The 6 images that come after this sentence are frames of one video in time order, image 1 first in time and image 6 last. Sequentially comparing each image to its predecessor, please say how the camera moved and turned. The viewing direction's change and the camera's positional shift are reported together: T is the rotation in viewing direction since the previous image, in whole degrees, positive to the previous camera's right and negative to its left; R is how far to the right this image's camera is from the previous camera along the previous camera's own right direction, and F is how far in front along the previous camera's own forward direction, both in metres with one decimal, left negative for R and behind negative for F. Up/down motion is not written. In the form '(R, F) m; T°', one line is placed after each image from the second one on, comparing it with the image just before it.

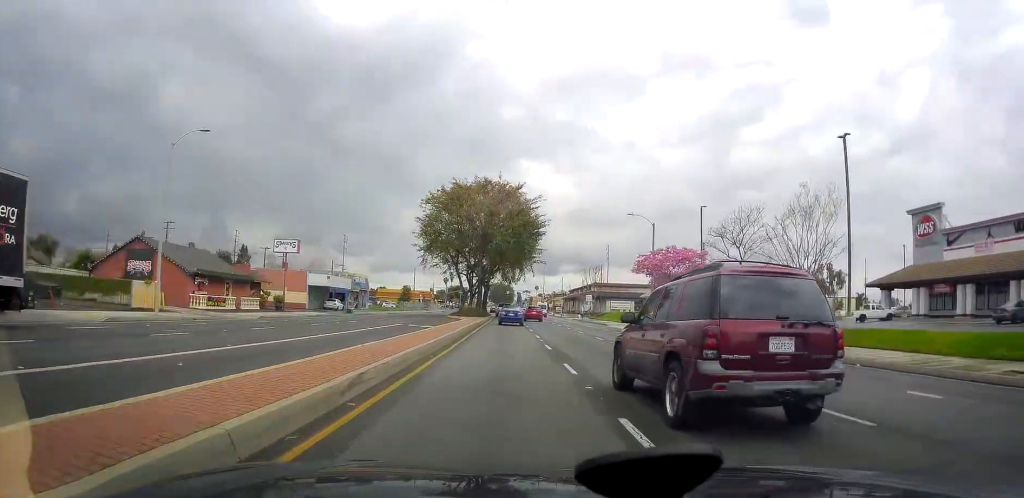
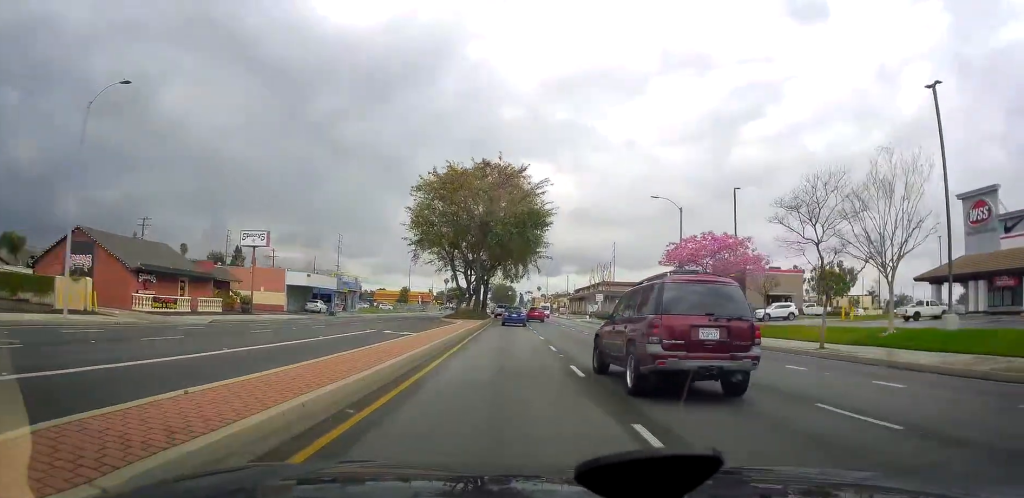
(0.0, +7.8) m; 0°
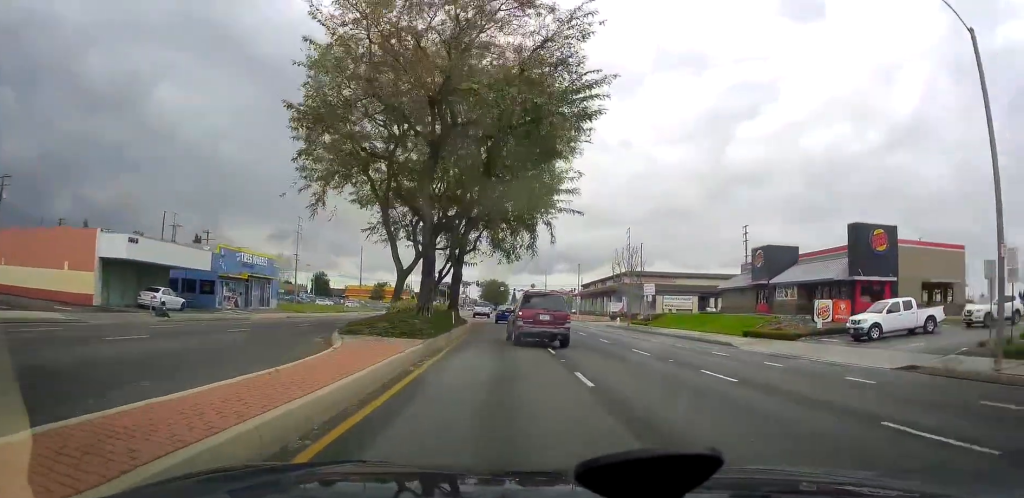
(0.0, +30.7) m; 0°
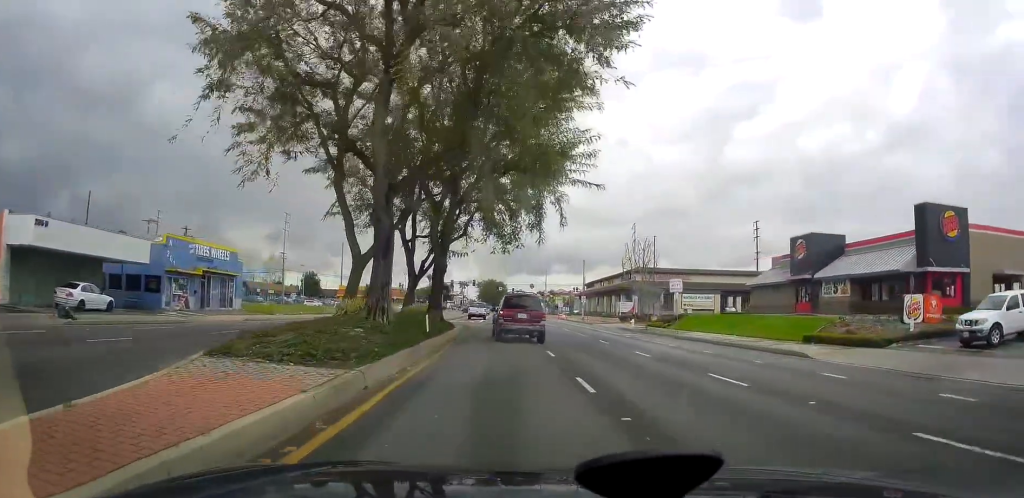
(0.0, +8.4) m; 0°
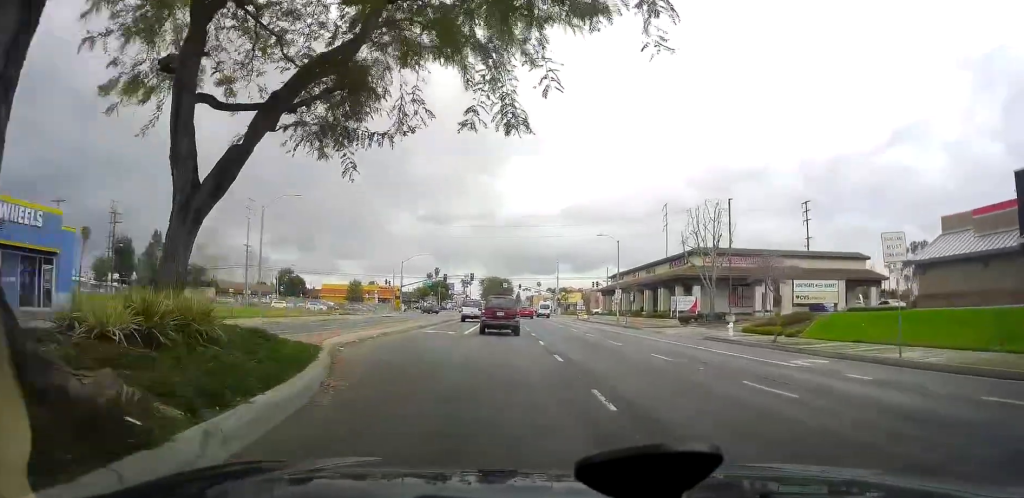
(-0.9, +24.1) m; -4°
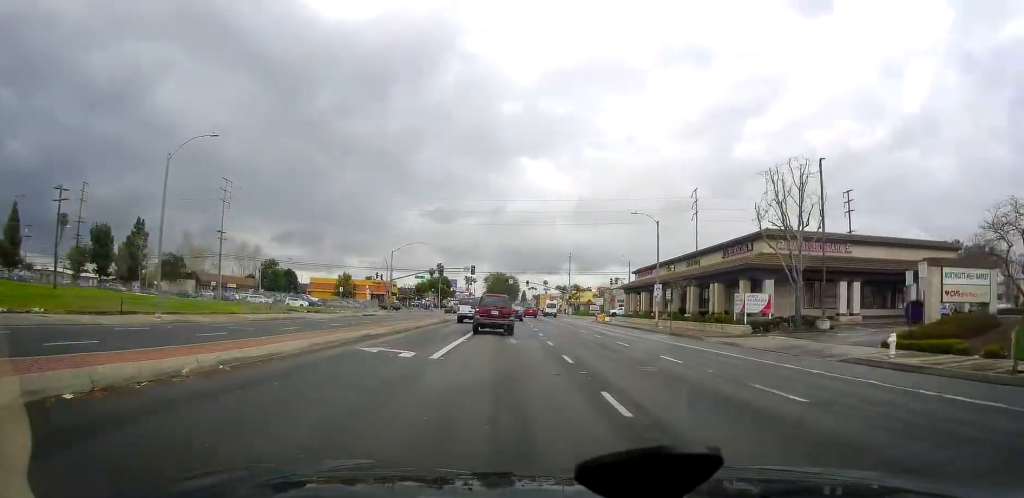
(0.0, +14.5) m; +2°
